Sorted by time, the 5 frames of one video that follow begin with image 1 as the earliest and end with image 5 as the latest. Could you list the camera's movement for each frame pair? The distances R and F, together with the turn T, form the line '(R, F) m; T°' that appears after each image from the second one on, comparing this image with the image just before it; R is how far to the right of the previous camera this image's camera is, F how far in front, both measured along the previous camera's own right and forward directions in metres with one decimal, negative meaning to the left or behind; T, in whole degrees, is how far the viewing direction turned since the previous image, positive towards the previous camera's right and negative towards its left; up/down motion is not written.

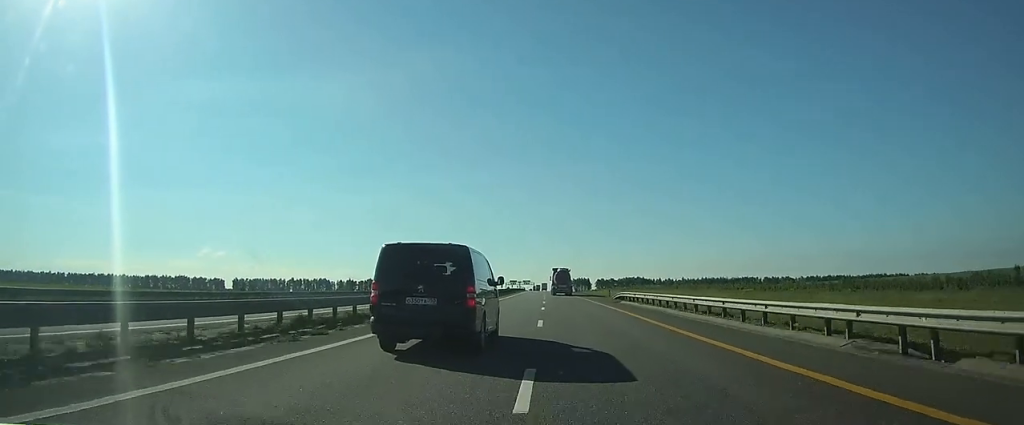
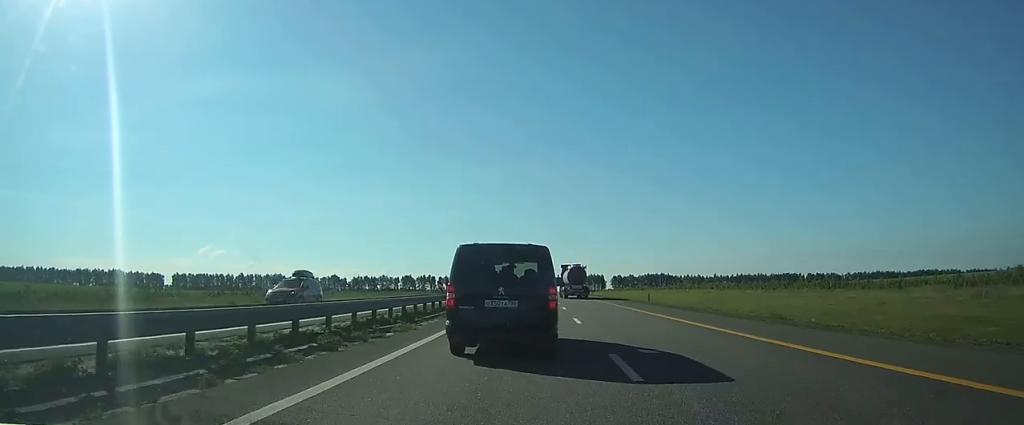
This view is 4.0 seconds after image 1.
(-0.9, +119.6) m; -1°
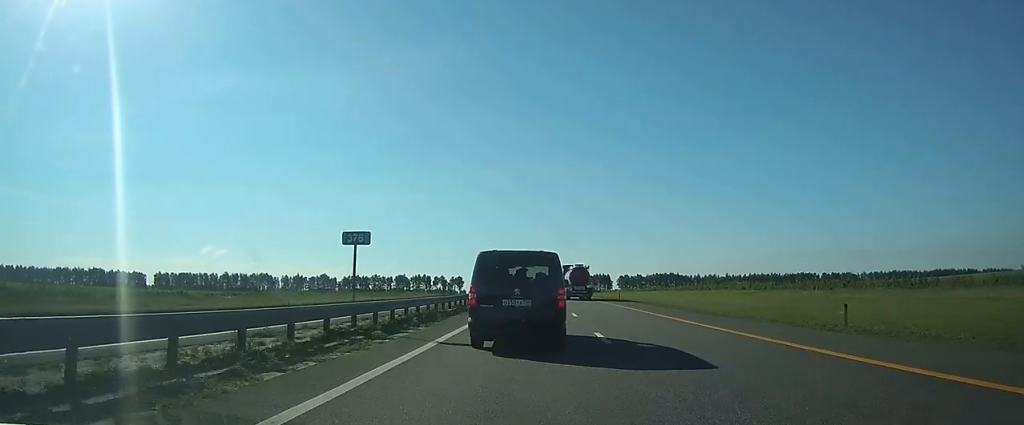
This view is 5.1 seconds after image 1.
(0.0, +31.2) m; 0°
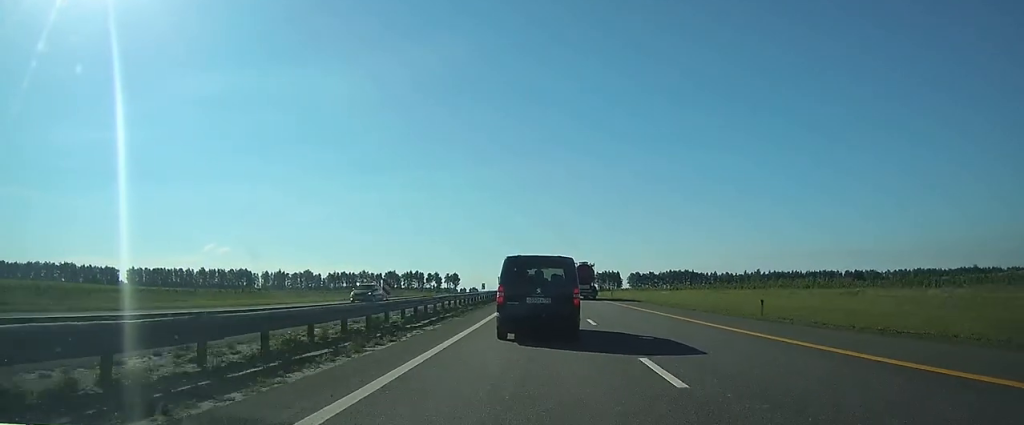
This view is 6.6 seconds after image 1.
(0.0, +41.8) m; 0°
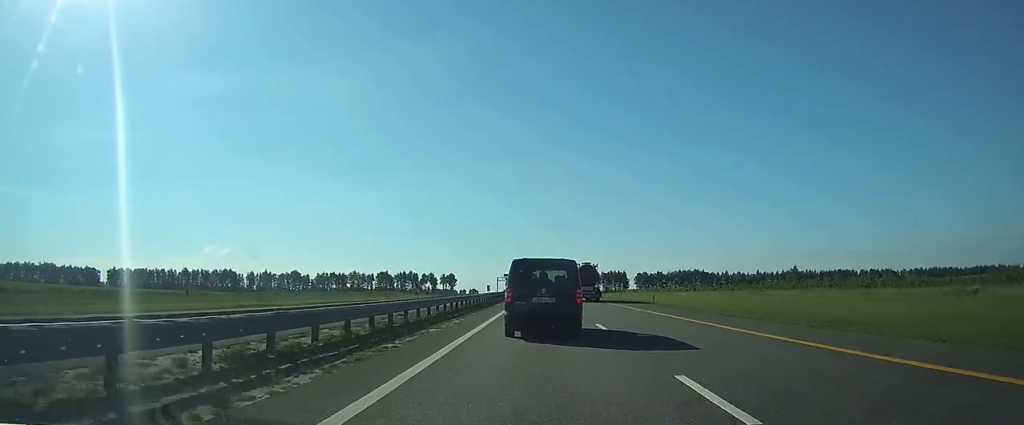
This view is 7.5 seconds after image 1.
(-0.1, +25.9) m; 0°
